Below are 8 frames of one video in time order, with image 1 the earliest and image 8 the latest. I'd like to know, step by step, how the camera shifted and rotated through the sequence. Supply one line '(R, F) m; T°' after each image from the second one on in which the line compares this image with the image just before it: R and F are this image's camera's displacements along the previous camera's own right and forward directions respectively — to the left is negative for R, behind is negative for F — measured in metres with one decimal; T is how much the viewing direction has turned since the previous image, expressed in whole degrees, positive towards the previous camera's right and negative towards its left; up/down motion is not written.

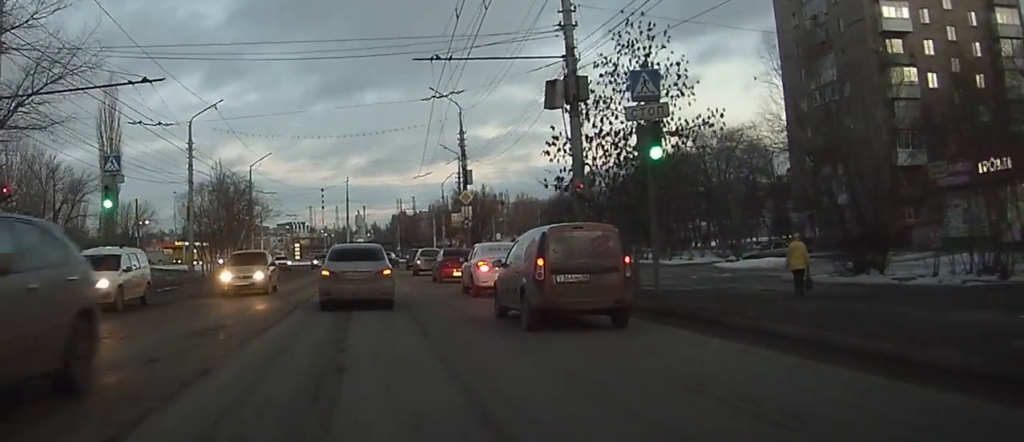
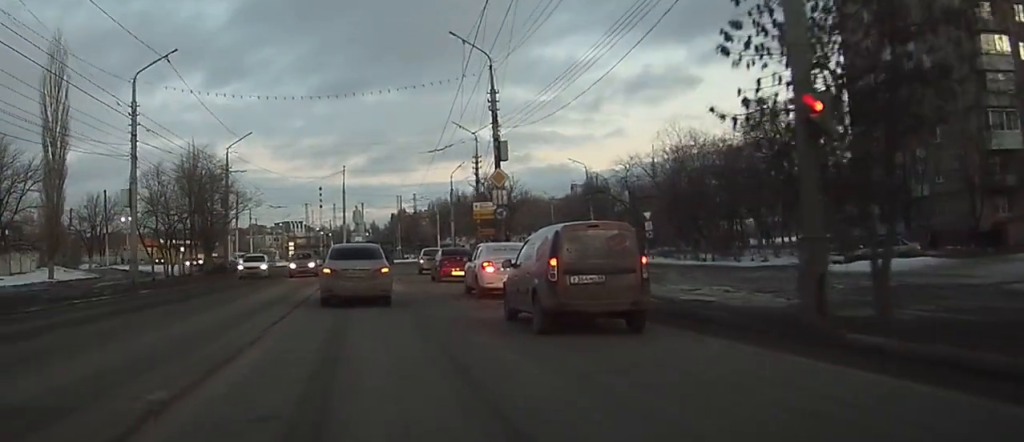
(0.0, +12.1) m; +1°
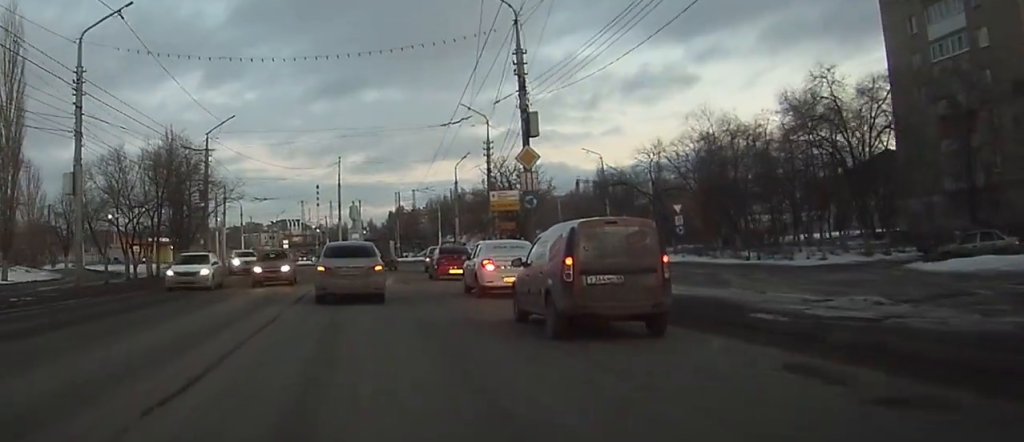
(+0.2, +7.6) m; +2°
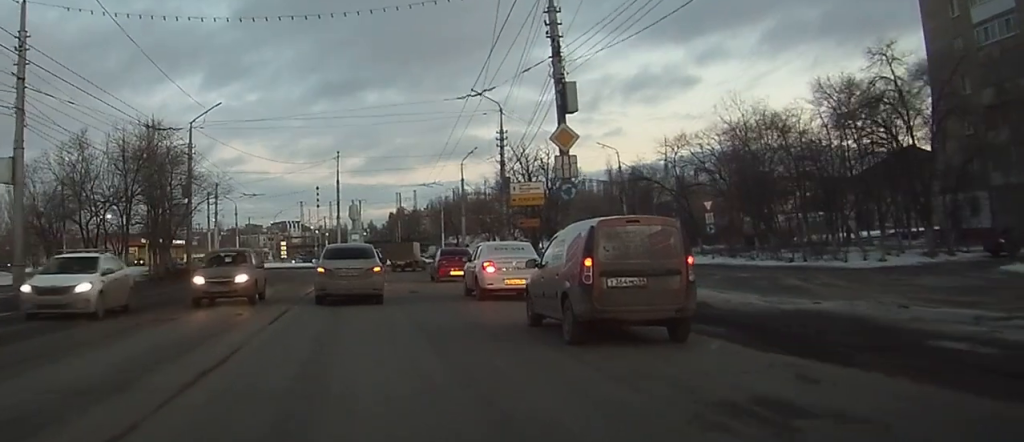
(0.0, +6.1) m; -1°
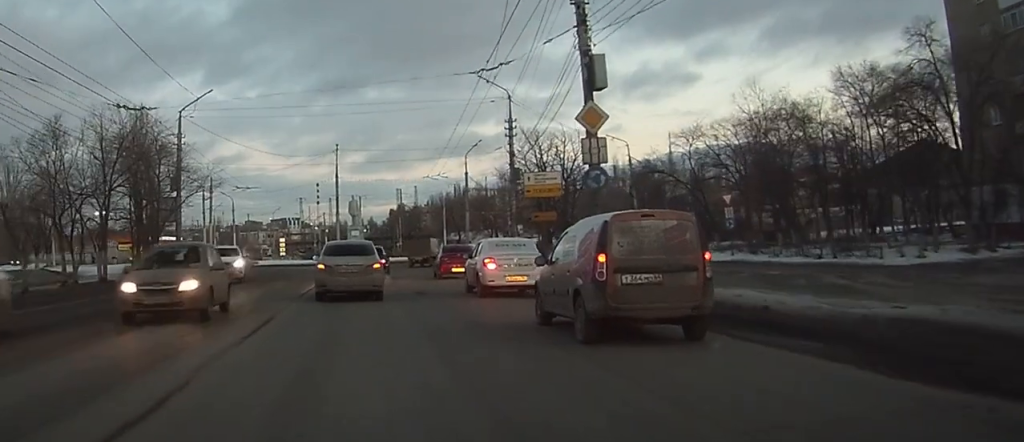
(0.0, +3.4) m; 0°
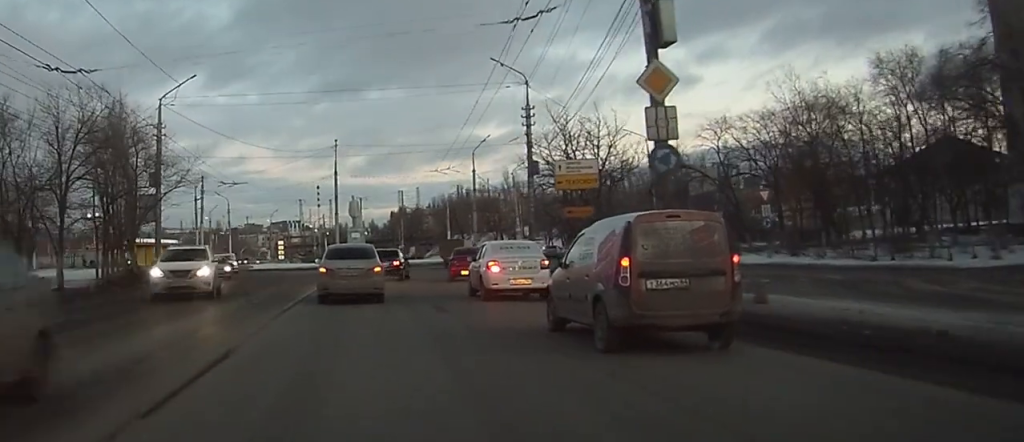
(-0.1, +5.6) m; -1°
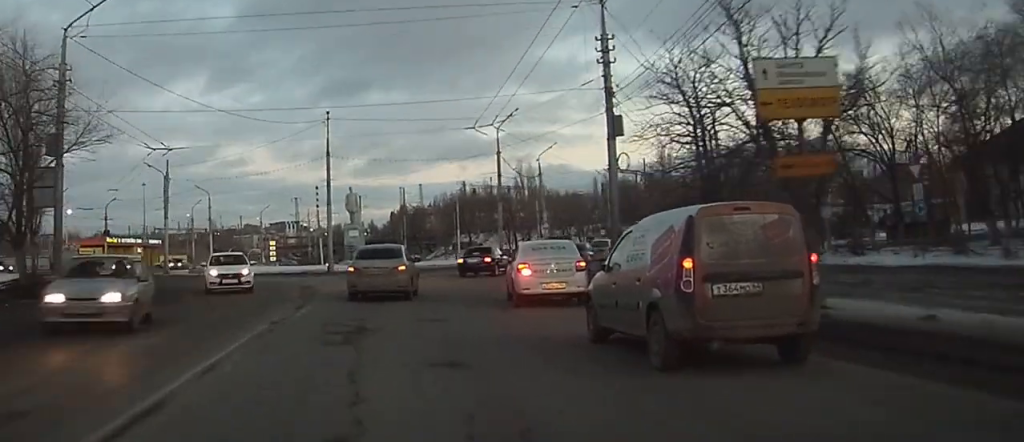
(0.0, +15.6) m; 0°
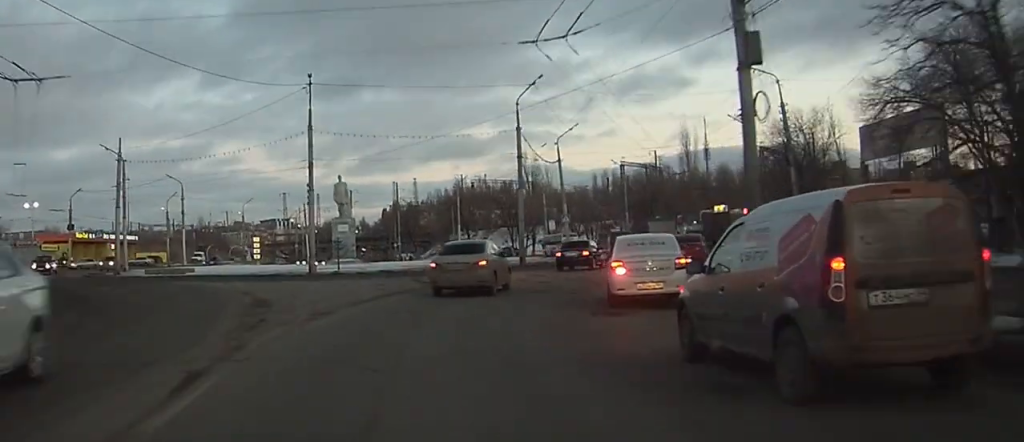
(+0.1, +11.5) m; 0°
